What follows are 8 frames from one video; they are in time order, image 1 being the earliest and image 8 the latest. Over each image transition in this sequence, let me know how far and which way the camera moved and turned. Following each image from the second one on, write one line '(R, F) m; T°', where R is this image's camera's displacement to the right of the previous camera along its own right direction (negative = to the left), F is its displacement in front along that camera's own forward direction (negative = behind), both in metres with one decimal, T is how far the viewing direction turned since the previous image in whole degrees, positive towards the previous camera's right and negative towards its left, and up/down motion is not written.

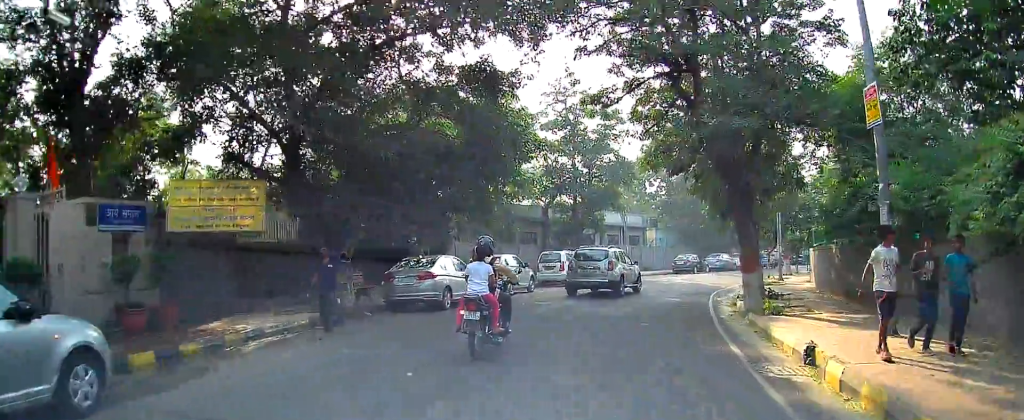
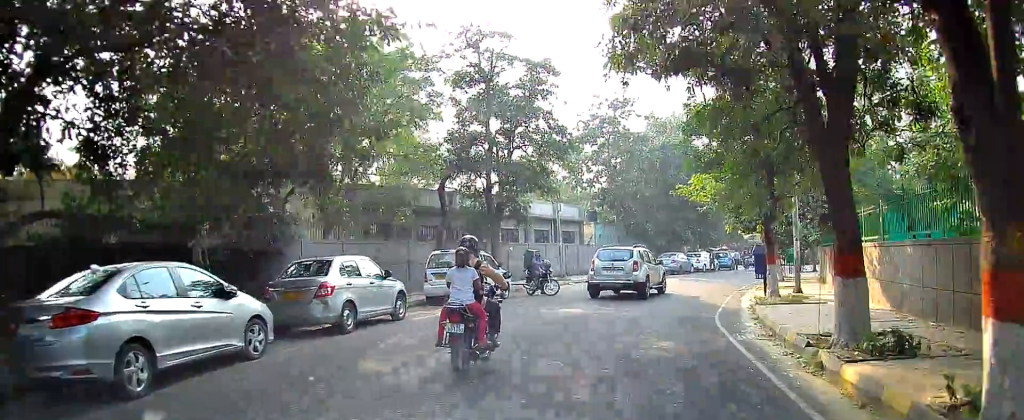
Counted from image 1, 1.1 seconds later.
(+0.7, +9.8) m; +8°
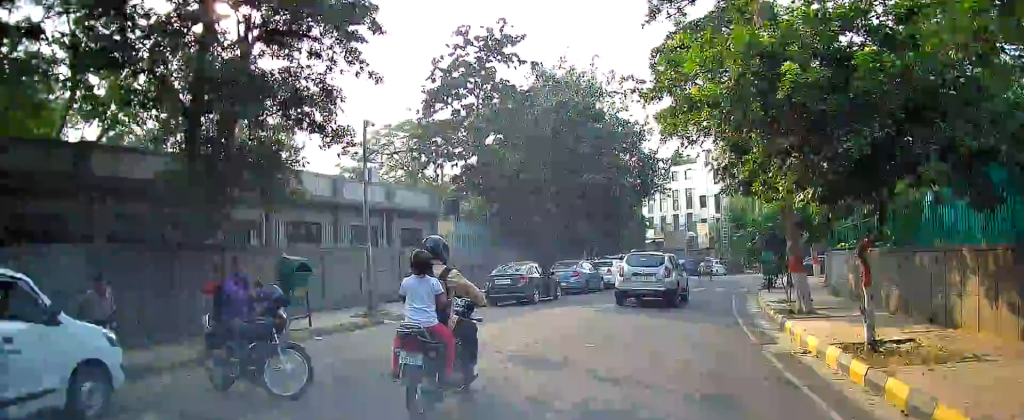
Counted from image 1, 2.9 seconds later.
(+1.6, +14.5) m; +10°
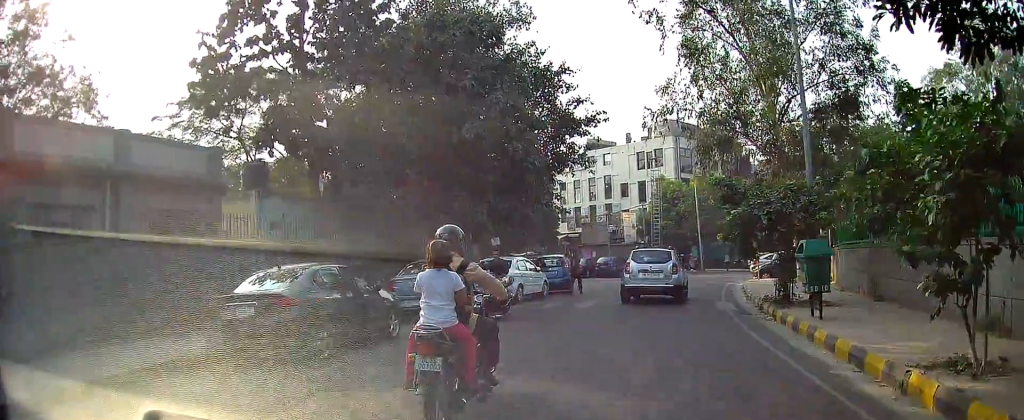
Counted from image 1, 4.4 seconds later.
(0.0, +11.5) m; +2°
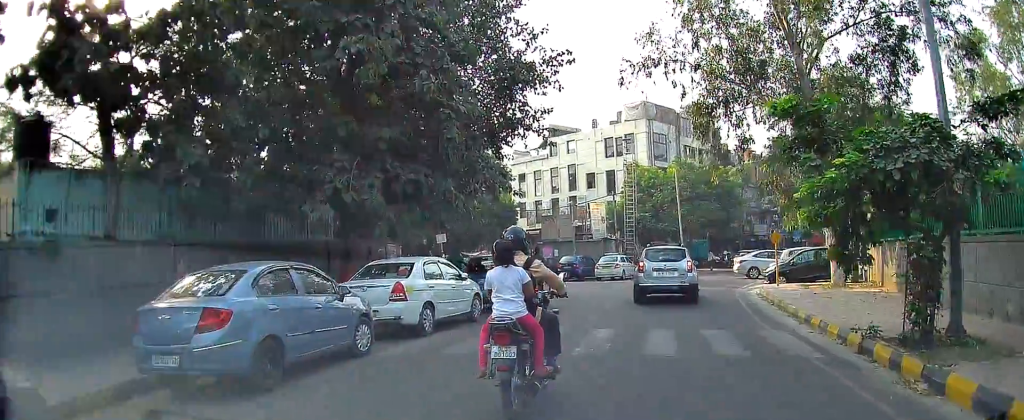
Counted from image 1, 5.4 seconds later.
(+0.3, +8.0) m; +7°
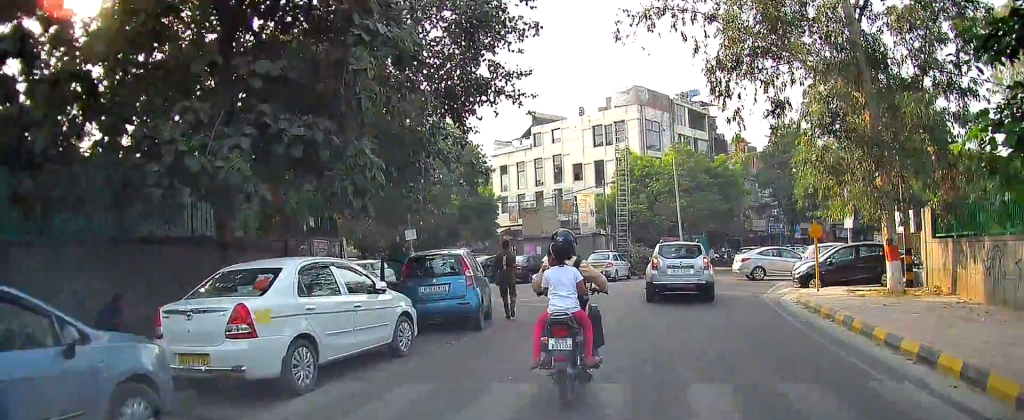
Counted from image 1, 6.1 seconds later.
(+0.3, +5.1) m; +3°
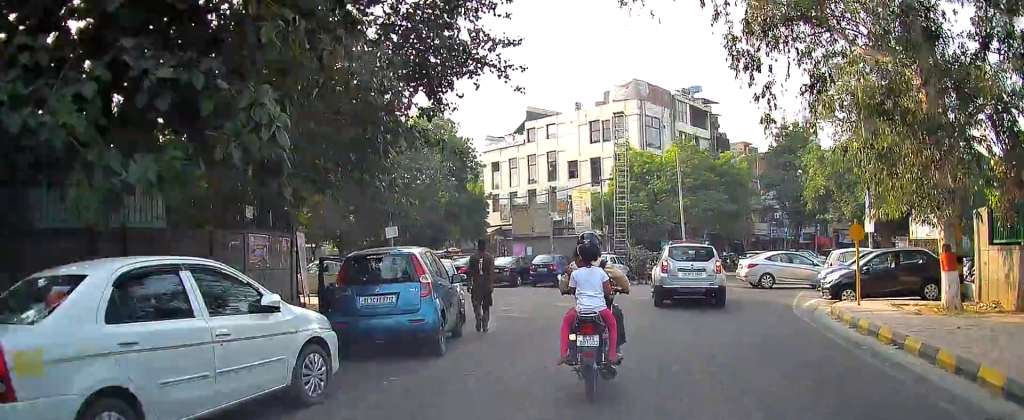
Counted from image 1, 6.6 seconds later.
(+0.3, +3.1) m; -1°
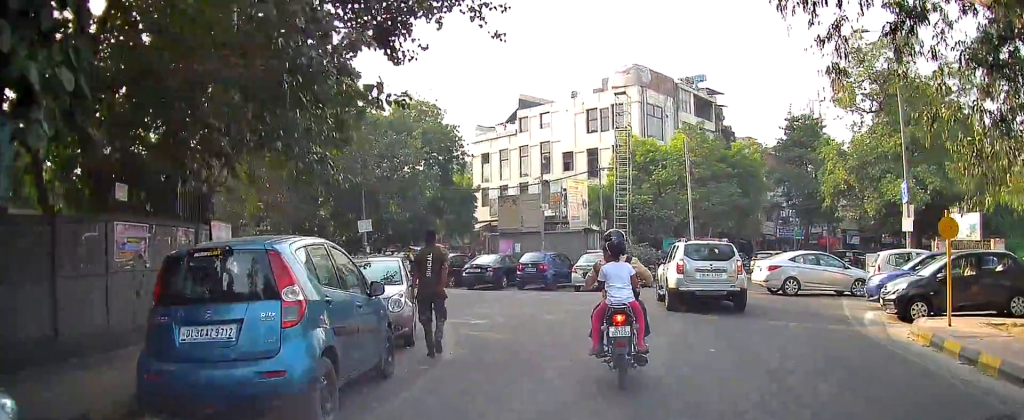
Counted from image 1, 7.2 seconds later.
(-0.2, +4.2) m; -2°
